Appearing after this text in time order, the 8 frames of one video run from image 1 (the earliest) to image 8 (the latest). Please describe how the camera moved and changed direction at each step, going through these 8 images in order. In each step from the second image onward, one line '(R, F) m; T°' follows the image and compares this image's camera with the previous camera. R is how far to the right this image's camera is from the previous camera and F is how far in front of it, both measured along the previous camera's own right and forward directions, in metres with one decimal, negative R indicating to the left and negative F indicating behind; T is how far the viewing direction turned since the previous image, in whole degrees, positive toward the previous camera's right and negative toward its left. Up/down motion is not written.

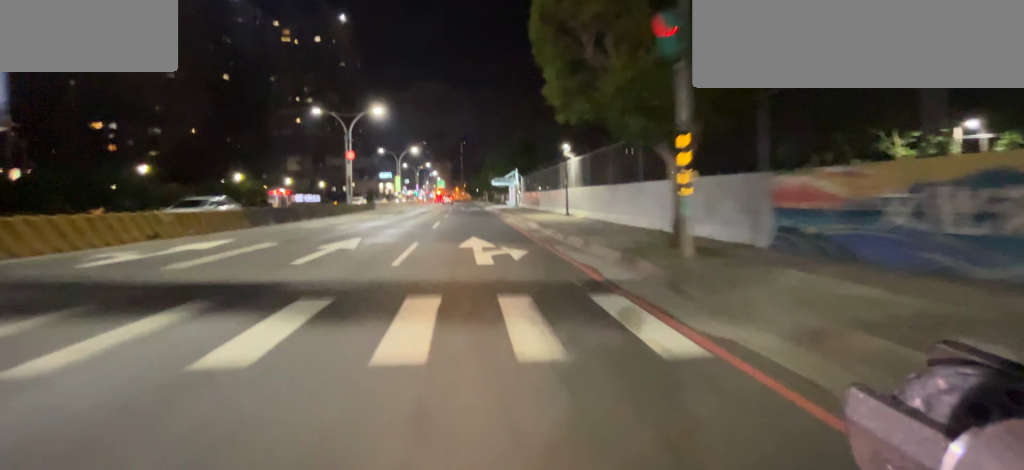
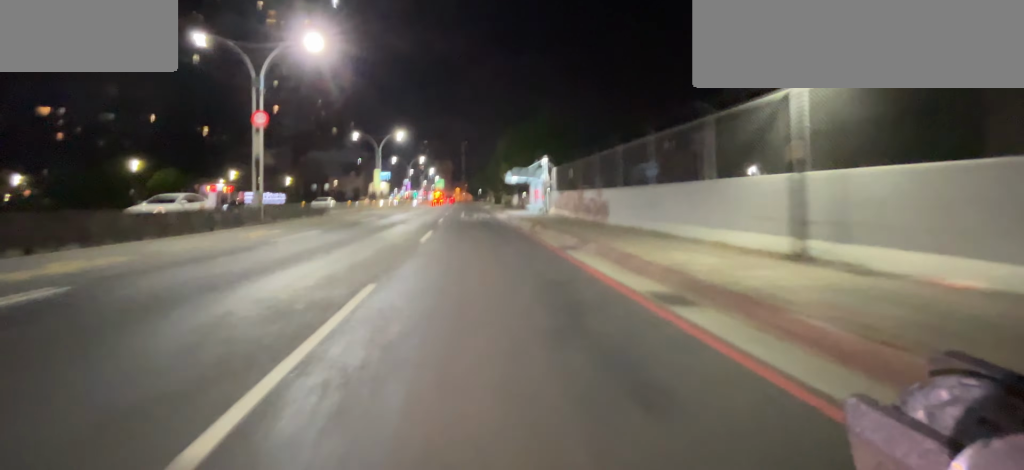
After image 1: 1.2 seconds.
(-0.1, +16.5) m; -1°
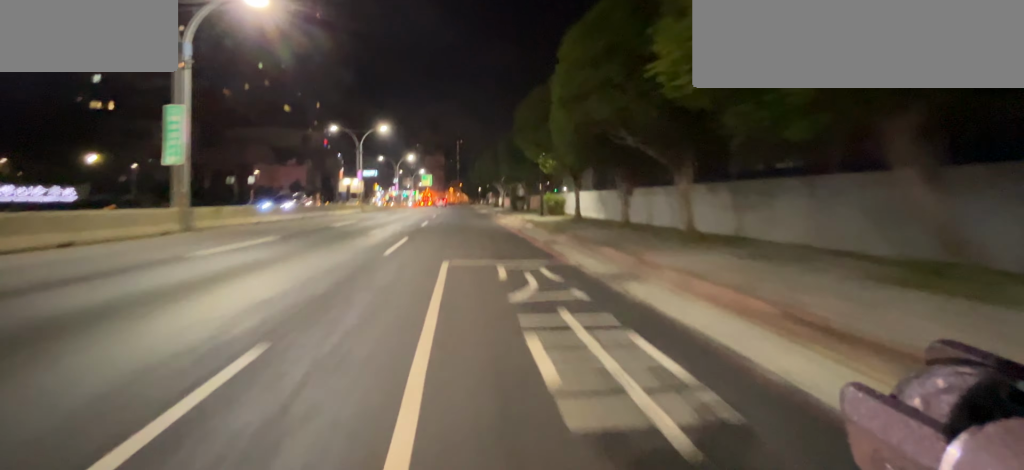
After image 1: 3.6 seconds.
(+0.1, +32.4) m; +1°
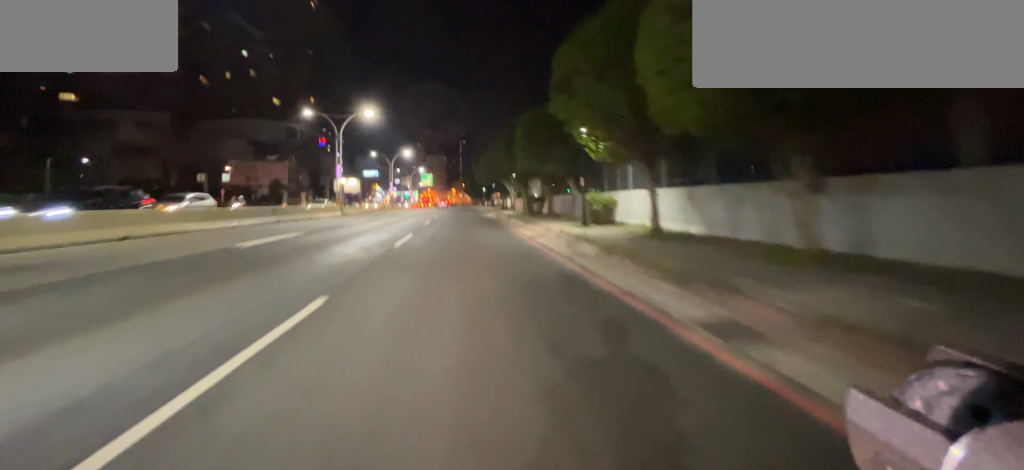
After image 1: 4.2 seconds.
(0.0, +7.7) m; 0°
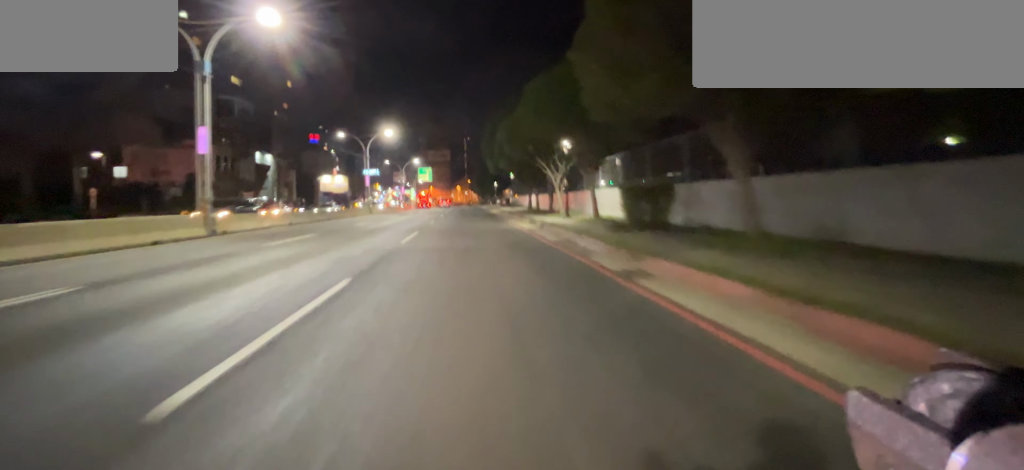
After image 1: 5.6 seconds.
(-0.1, +16.4) m; 0°
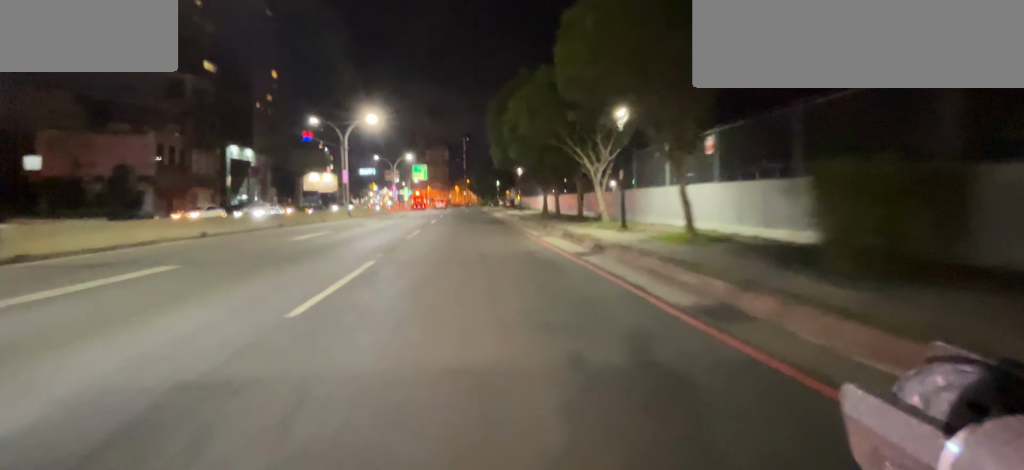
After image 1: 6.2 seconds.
(0.0, +6.7) m; 0°
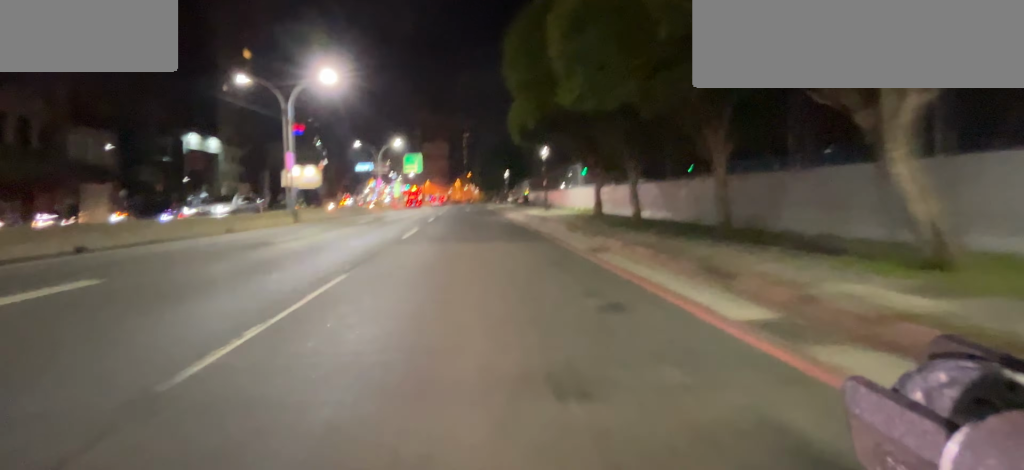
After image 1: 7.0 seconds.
(+0.1, +10.6) m; 0°
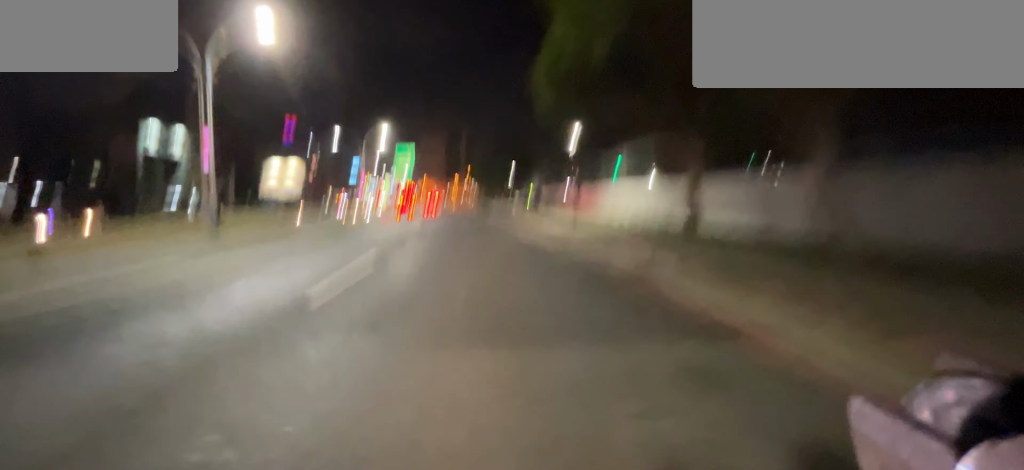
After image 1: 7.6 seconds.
(0.0, +7.2) m; 0°
